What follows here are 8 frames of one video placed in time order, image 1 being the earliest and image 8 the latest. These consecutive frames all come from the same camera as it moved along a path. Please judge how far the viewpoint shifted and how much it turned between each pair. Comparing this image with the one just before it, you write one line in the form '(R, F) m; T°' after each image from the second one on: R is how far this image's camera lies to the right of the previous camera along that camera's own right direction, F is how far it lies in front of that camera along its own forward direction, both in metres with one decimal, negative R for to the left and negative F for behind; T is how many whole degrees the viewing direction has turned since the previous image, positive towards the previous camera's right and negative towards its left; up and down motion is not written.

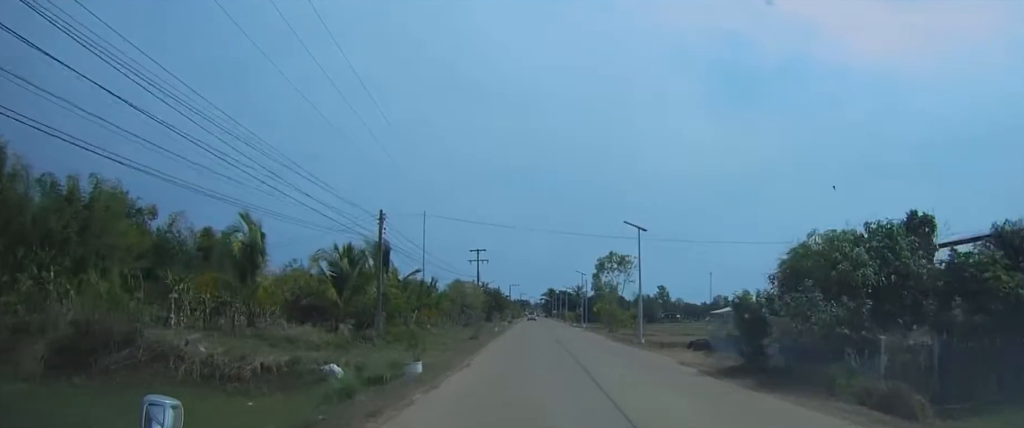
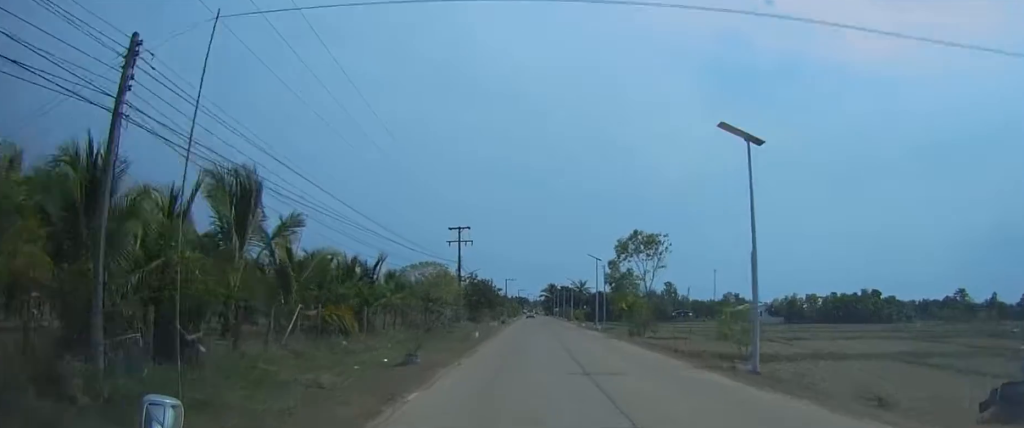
(0.0, +19.6) m; 0°
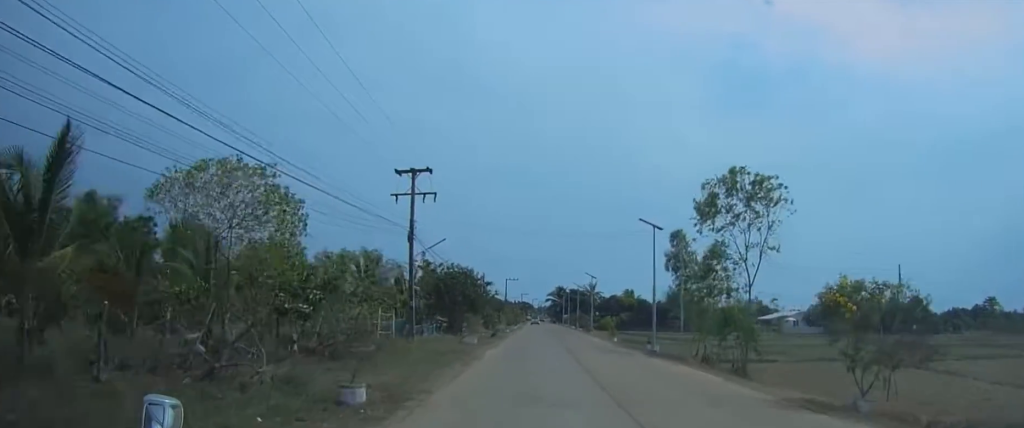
(+0.2, +26.9) m; +1°
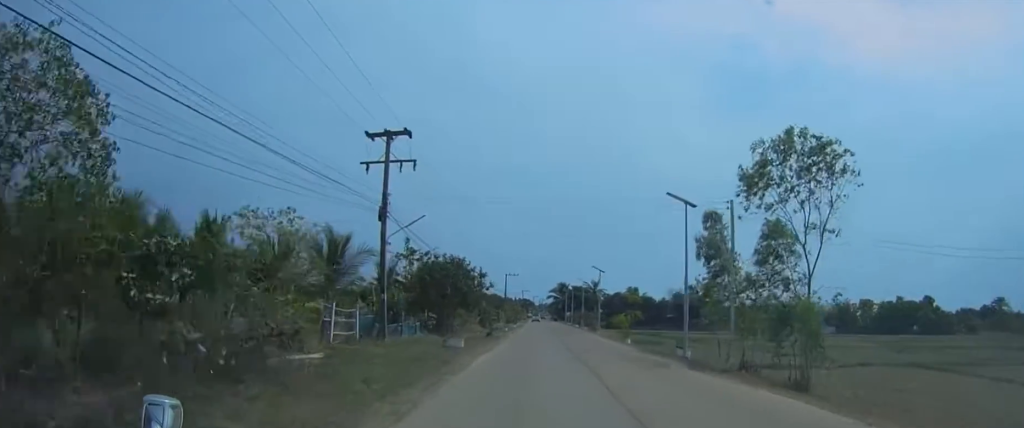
(0.0, +7.0) m; 0°
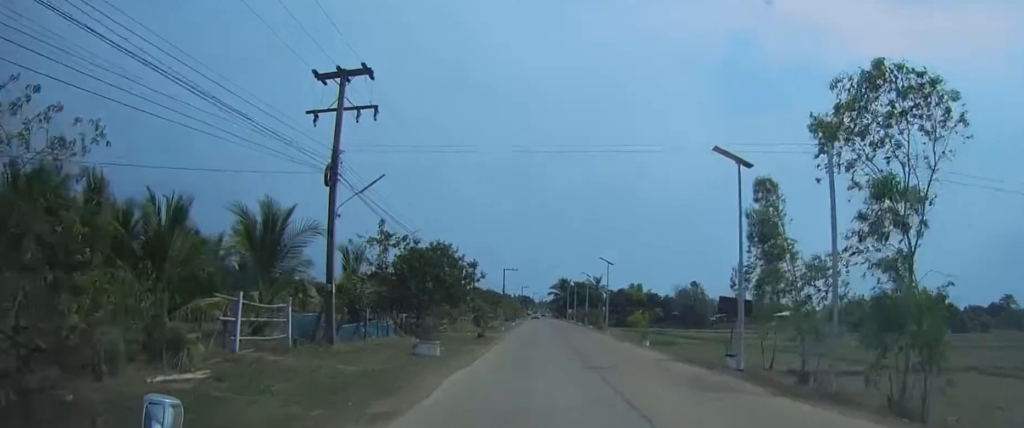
(-0.1, +7.5) m; 0°
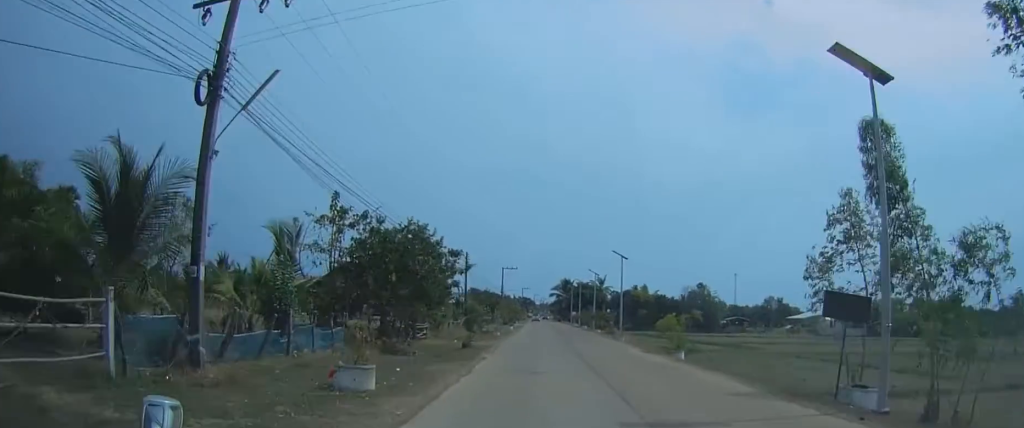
(0.0, +8.9) m; 0°
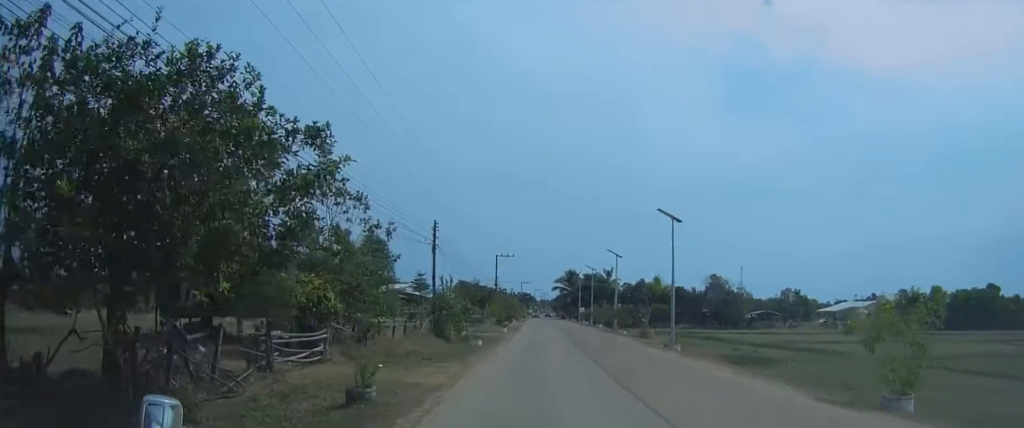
(0.0, +18.9) m; 0°
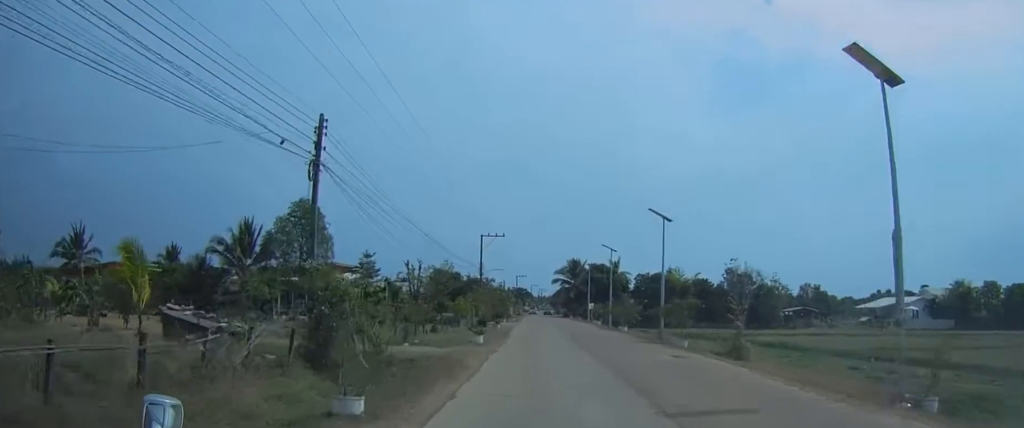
(+0.1, +21.5) m; 0°
